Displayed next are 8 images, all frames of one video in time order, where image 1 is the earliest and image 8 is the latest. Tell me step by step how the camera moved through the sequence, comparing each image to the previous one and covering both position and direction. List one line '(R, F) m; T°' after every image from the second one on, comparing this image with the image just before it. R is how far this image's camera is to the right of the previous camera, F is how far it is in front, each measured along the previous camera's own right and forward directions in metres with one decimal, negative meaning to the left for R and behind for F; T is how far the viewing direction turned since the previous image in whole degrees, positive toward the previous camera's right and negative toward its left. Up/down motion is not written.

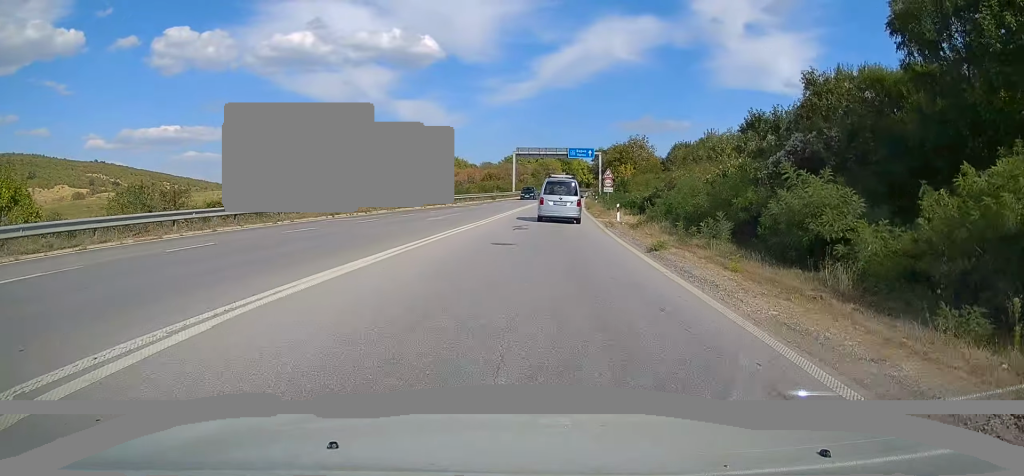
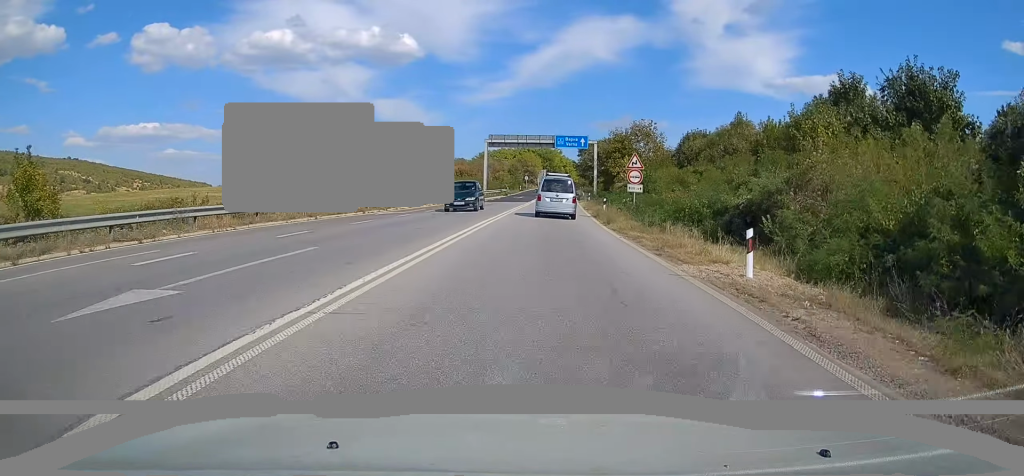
(+0.3, +20.6) m; +1°
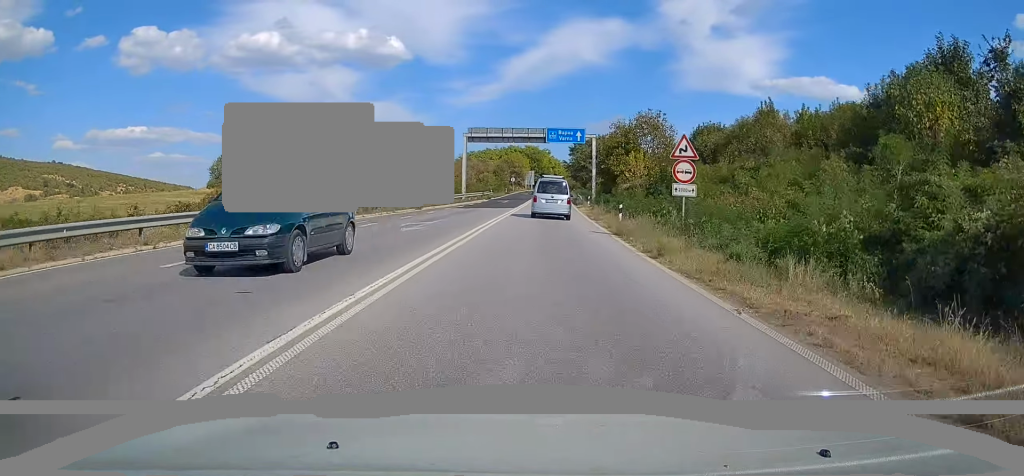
(-0.1, +11.4) m; +1°
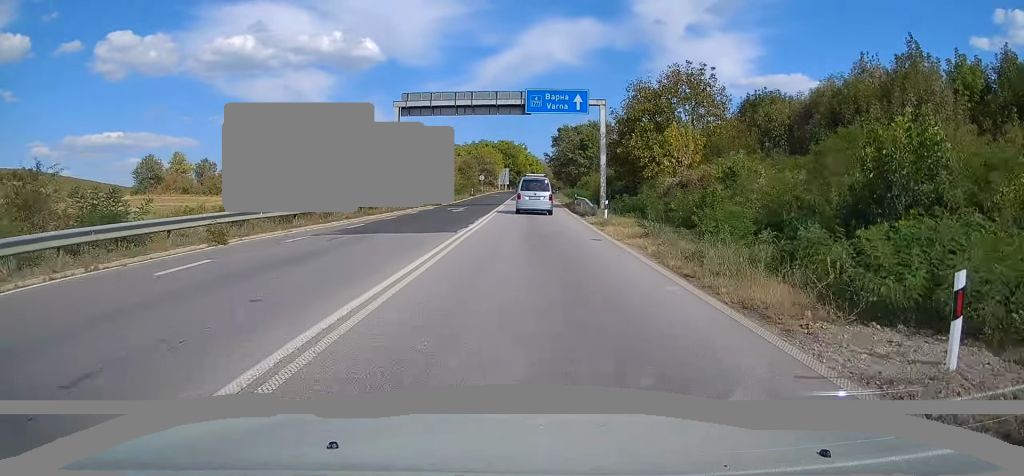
(+0.7, +24.0) m; +3°
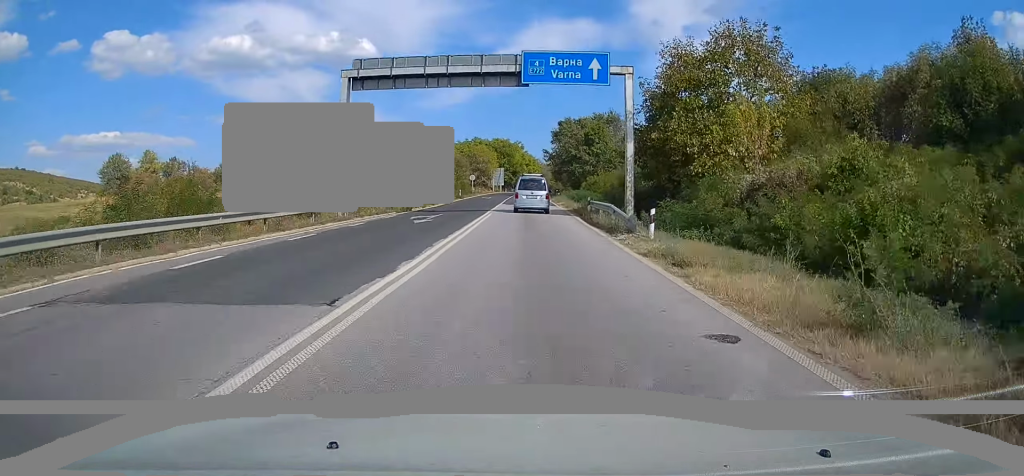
(+0.2, +11.2) m; 0°
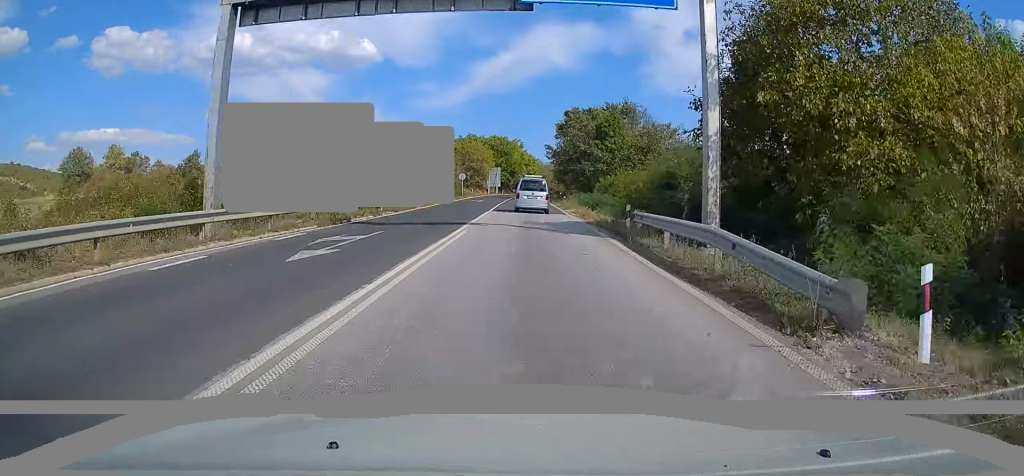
(-0.1, +12.6) m; 0°
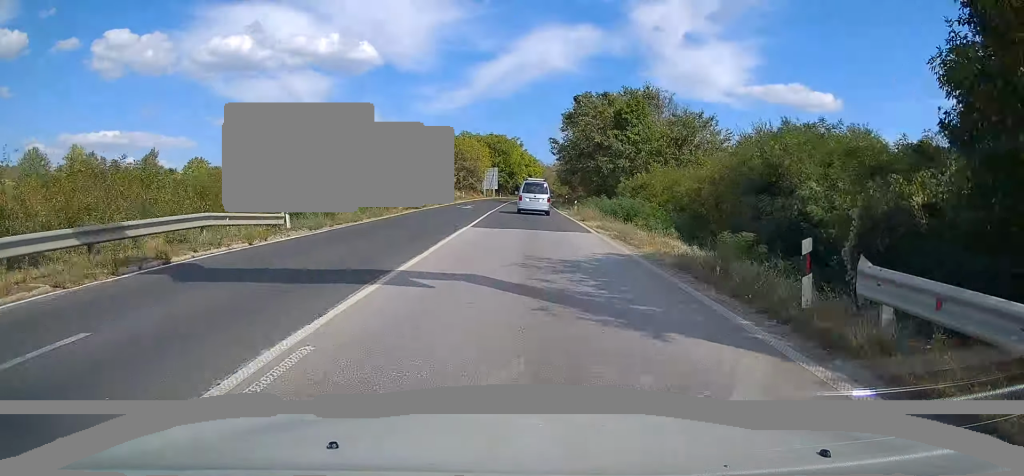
(-0.3, +12.6) m; 0°
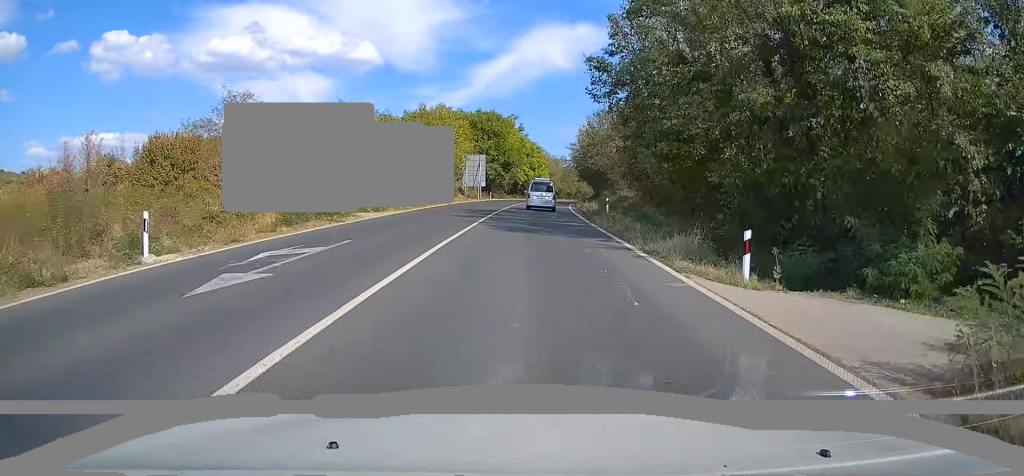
(+0.7, +35.3) m; +1°
